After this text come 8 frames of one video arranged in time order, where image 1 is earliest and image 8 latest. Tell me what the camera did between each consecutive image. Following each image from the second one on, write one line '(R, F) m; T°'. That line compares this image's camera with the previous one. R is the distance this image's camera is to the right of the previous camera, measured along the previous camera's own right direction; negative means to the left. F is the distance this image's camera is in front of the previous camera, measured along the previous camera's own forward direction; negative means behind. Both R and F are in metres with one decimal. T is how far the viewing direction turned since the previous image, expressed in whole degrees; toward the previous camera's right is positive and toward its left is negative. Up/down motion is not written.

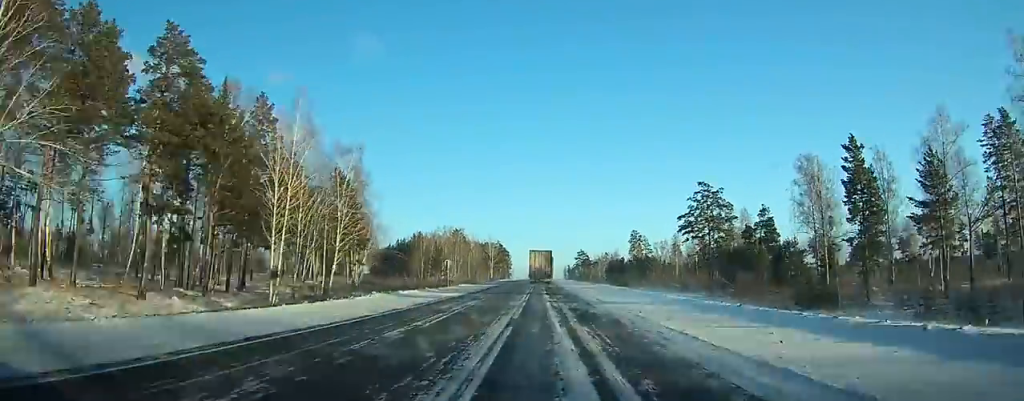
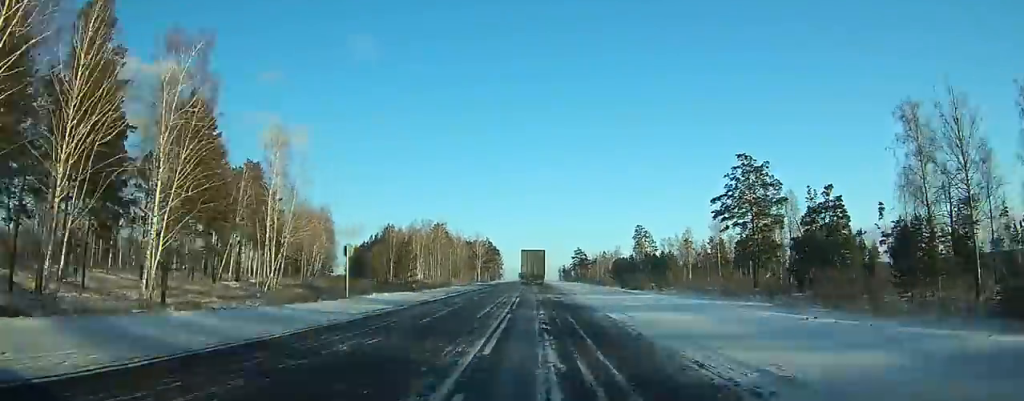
(-0.2, +31.7) m; 0°
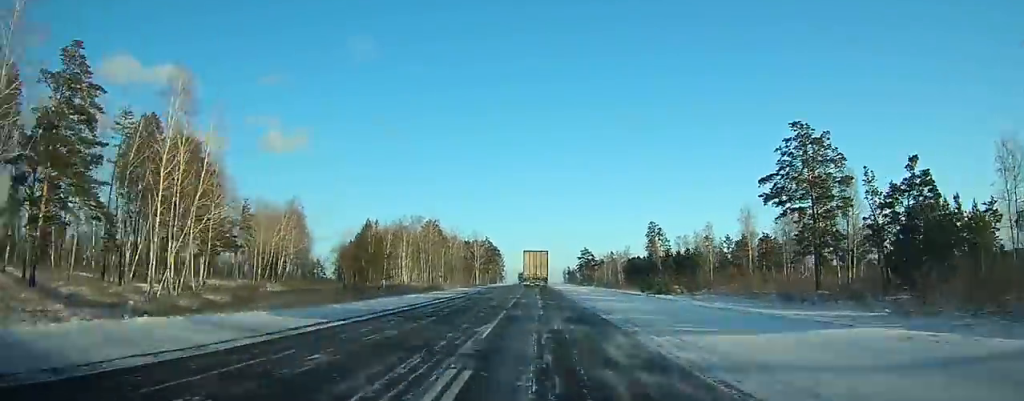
(+0.1, +22.4) m; 0°
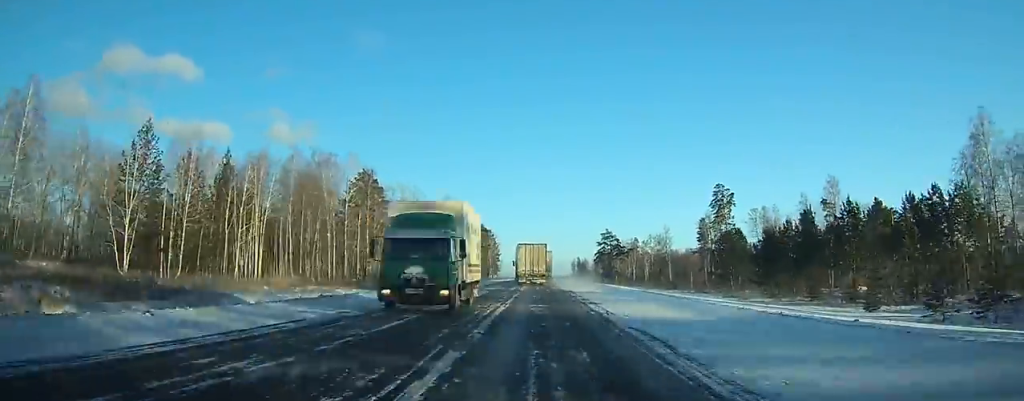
(+0.2, +83.0) m; 0°
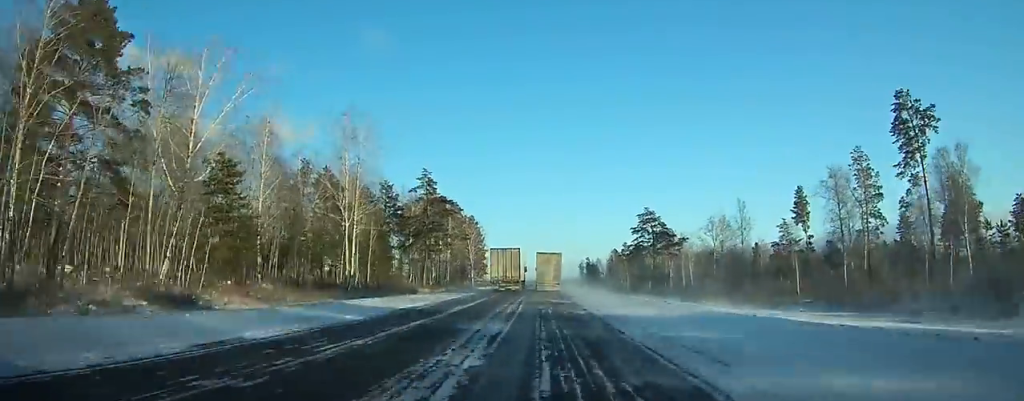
(-0.4, +81.5) m; 0°
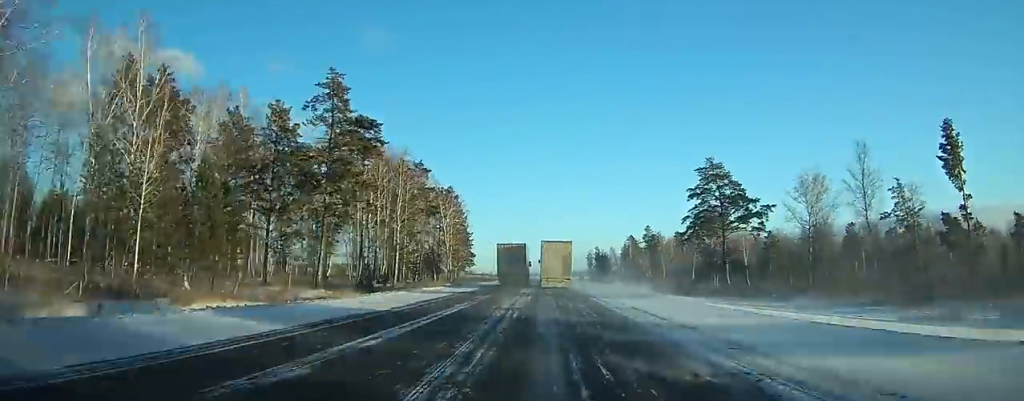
(+0.1, +53.8) m; 0°
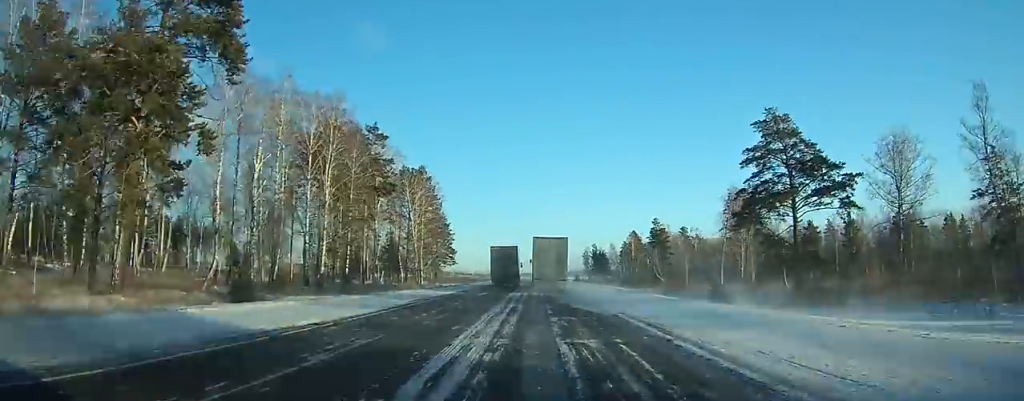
(0.0, +29.1) m; 0°
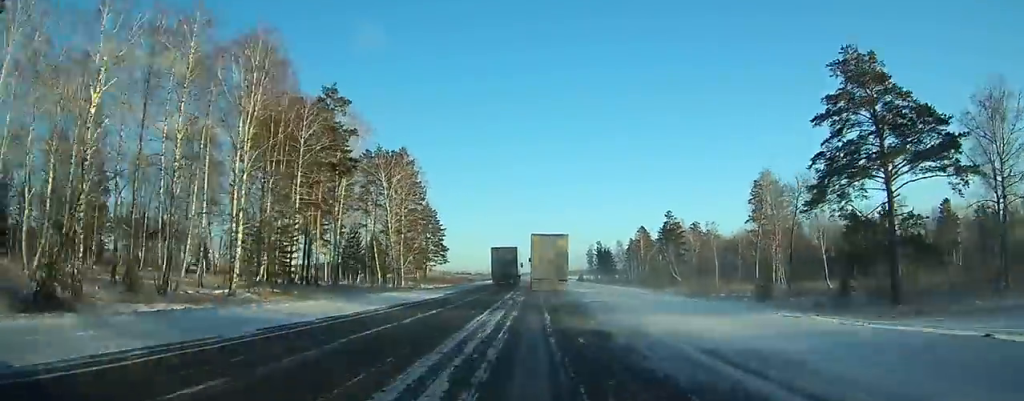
(-0.1, +18.8) m; 0°
